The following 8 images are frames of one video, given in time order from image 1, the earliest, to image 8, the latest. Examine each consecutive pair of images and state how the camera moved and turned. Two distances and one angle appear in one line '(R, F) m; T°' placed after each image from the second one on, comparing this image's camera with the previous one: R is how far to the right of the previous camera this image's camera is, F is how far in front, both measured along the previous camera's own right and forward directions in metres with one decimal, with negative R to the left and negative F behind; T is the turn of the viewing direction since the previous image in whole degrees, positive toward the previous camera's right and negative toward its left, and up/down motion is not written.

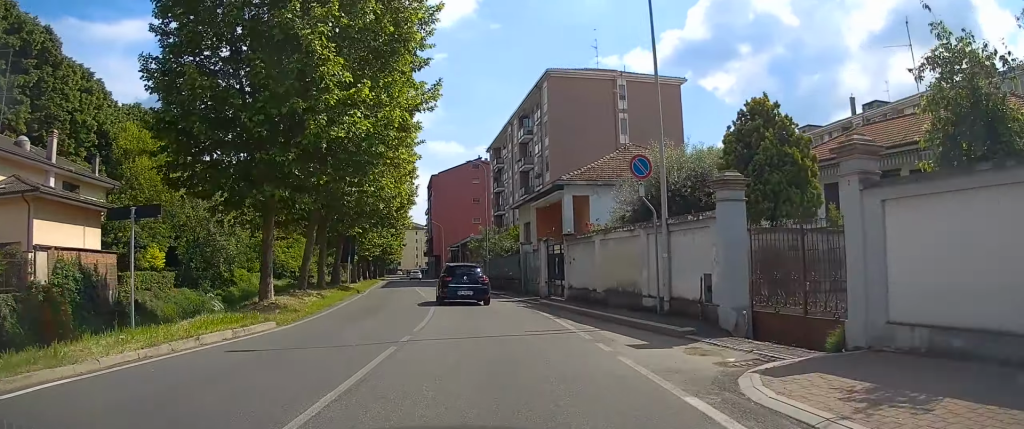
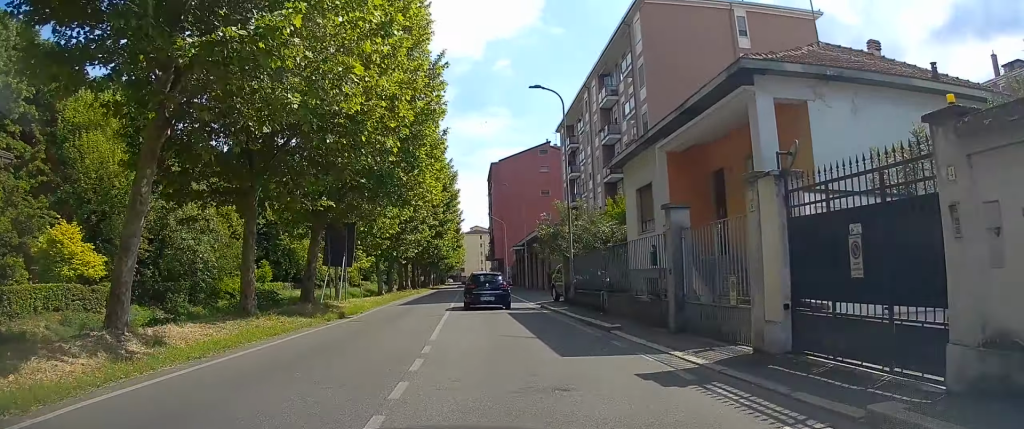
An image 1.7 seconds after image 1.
(-1.3, +17.8) m; -7°
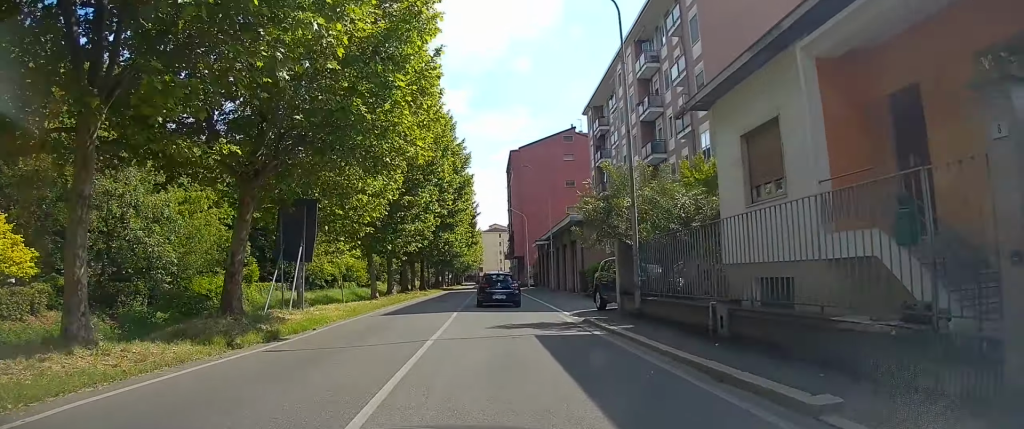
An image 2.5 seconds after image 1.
(-0.2, +8.8) m; -2°
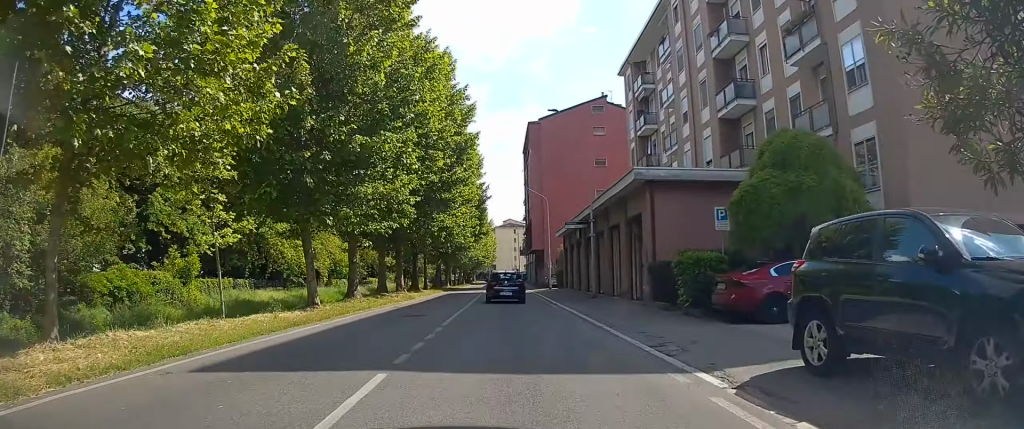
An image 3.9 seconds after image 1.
(-0.2, +14.6) m; -1°
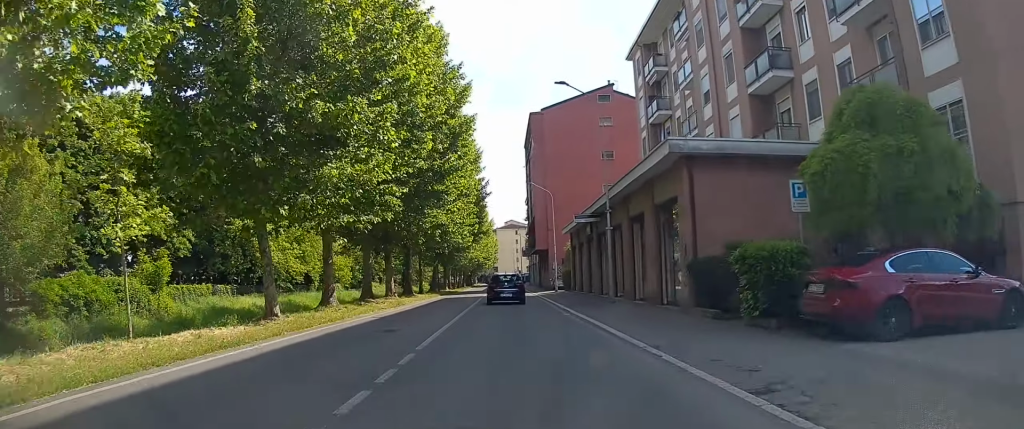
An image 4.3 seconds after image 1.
(0.0, +4.5) m; 0°
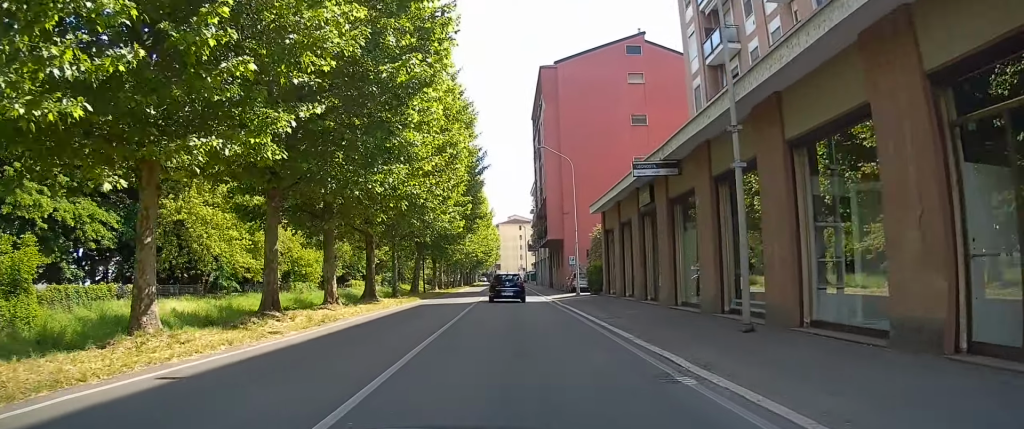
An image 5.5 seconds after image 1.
(-0.1, +14.0) m; -1°
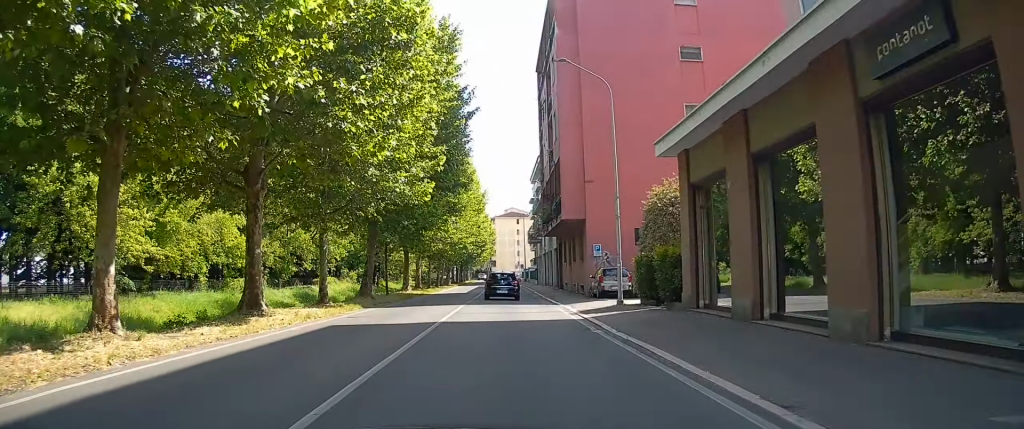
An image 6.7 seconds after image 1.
(0.0, +15.2) m; +1°
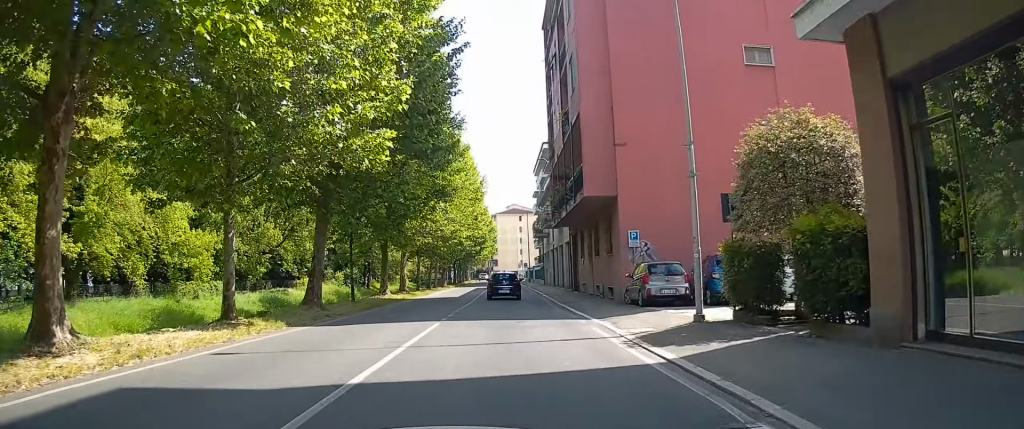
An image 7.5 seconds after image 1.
(+0.1, +9.3) m; 0°
